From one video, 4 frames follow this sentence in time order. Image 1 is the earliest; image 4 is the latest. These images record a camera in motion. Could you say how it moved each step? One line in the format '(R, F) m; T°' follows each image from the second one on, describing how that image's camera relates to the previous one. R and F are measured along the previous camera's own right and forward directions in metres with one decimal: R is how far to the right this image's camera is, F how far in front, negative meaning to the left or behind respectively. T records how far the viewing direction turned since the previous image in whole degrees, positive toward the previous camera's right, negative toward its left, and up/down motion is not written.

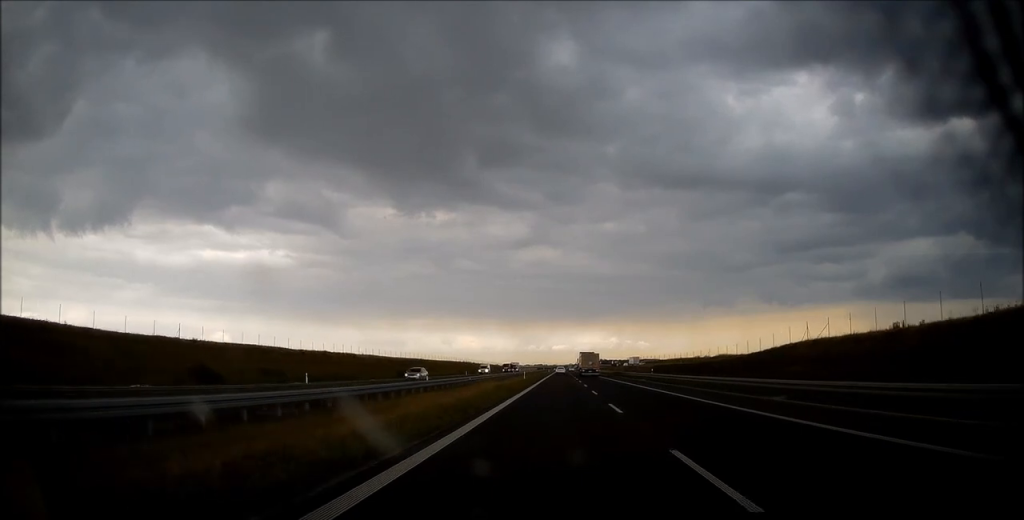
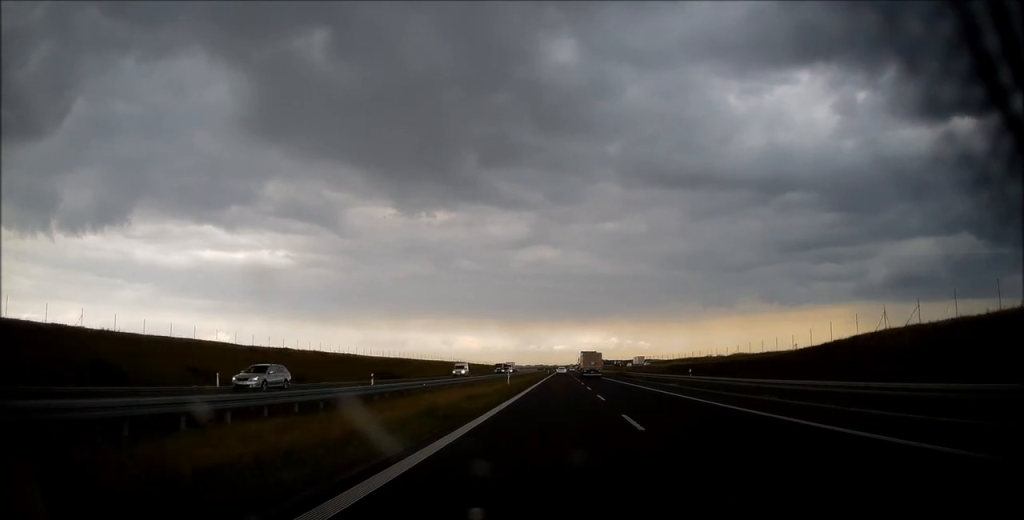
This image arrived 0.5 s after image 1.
(0.0, +16.8) m; 0°
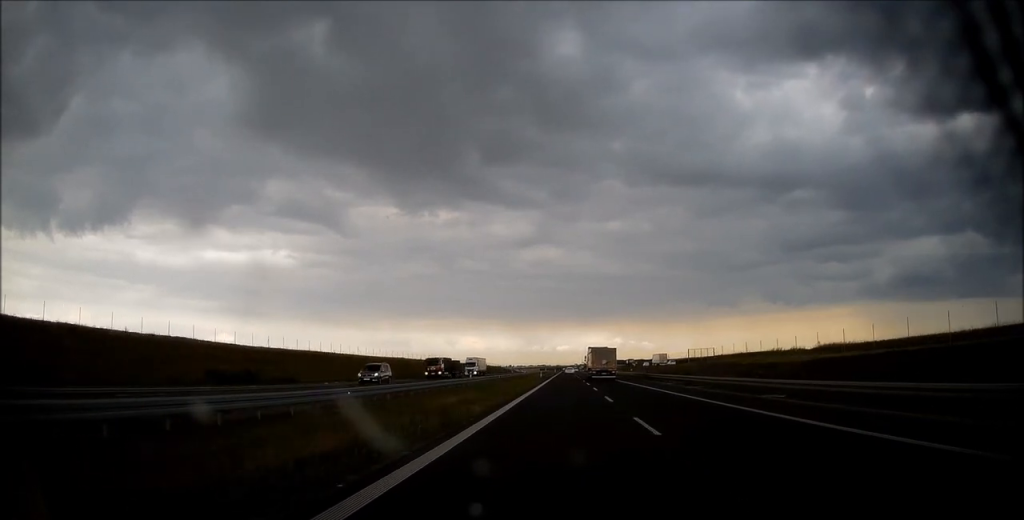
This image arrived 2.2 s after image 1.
(-0.1, +61.1) m; 0°
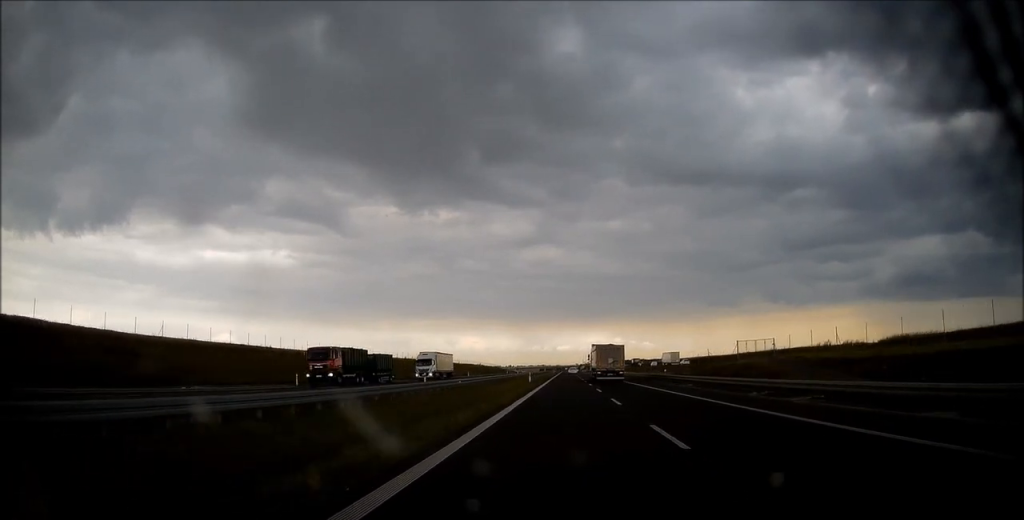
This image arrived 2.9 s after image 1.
(-0.1, +26.3) m; 0°
